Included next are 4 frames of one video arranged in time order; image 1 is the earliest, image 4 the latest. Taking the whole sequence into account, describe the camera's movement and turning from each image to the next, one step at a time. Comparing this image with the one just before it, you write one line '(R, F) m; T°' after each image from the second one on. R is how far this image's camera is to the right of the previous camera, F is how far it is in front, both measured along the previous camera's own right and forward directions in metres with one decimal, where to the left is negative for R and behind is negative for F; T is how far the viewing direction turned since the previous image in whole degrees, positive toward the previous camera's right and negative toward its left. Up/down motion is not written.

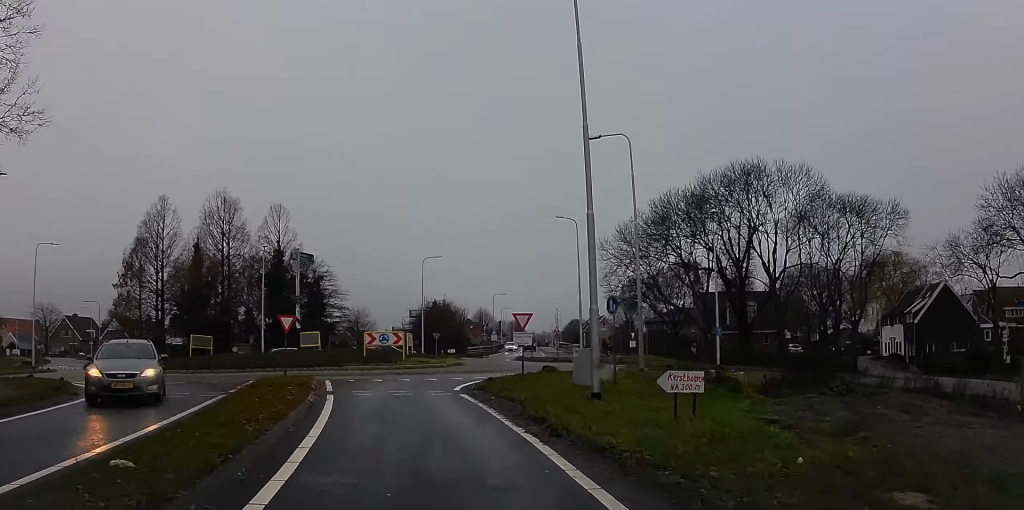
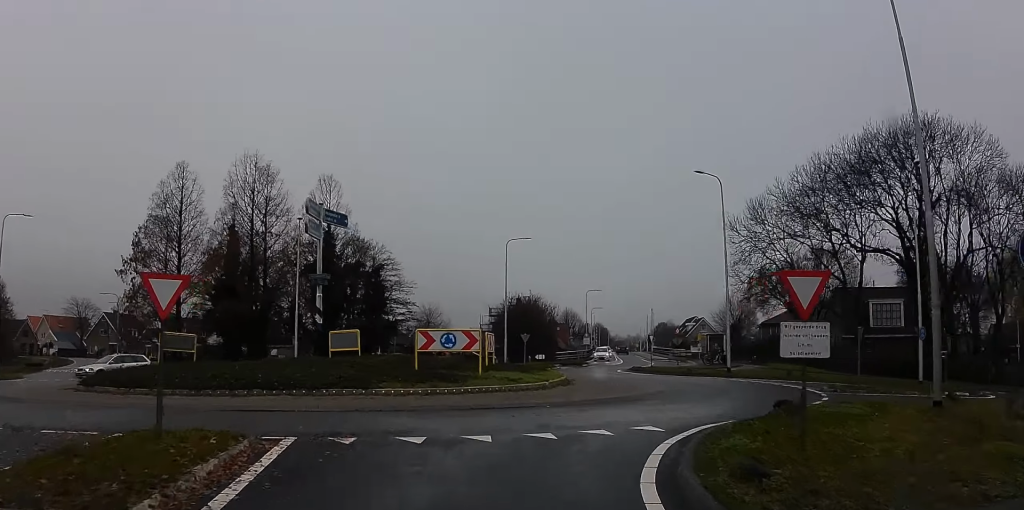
(-1.1, +15.9) m; -3°
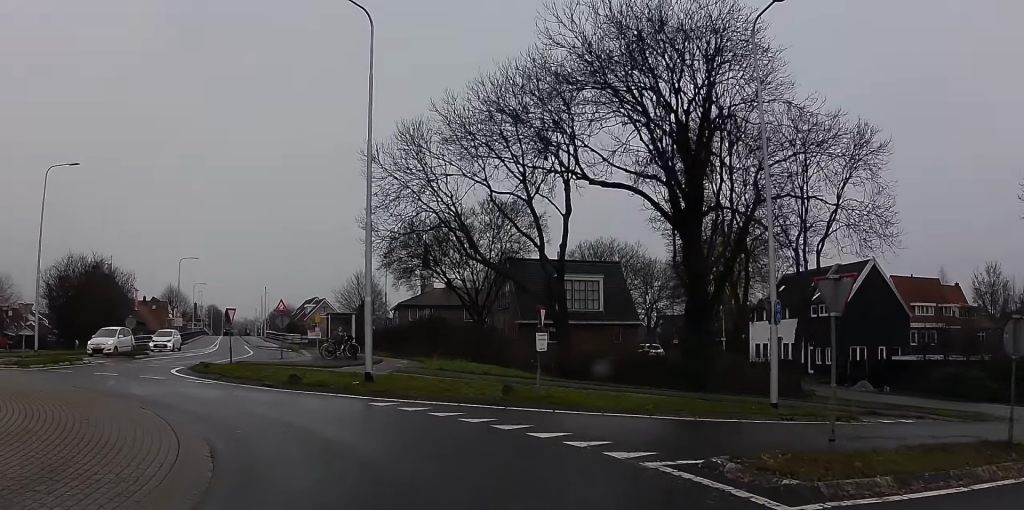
(+3.8, +18.6) m; +19°
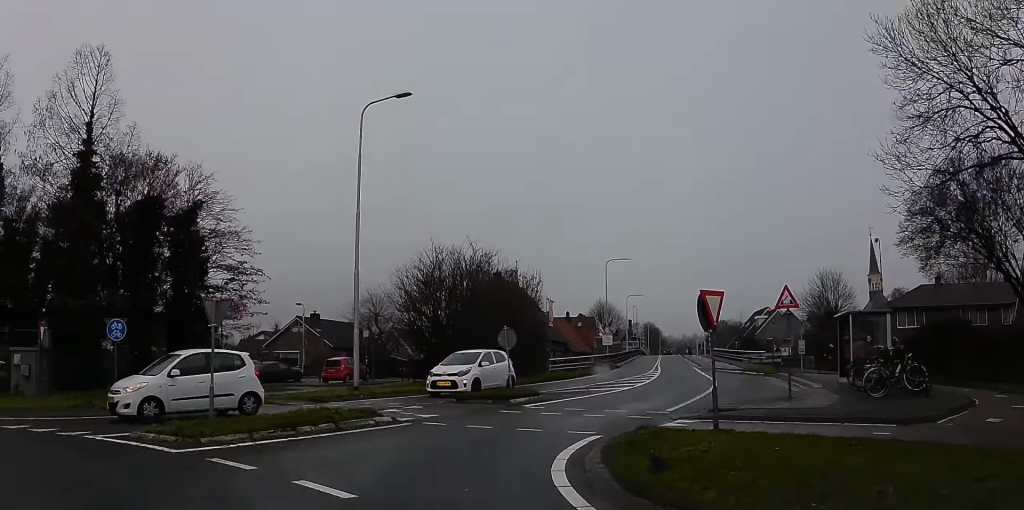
(-2.4, +15.9) m; -21°
